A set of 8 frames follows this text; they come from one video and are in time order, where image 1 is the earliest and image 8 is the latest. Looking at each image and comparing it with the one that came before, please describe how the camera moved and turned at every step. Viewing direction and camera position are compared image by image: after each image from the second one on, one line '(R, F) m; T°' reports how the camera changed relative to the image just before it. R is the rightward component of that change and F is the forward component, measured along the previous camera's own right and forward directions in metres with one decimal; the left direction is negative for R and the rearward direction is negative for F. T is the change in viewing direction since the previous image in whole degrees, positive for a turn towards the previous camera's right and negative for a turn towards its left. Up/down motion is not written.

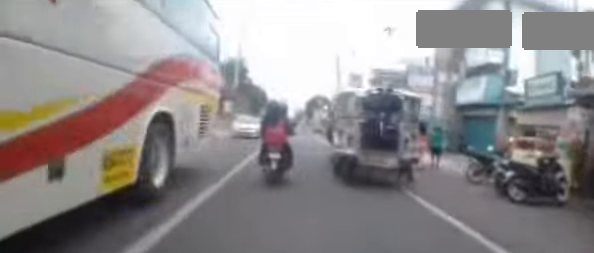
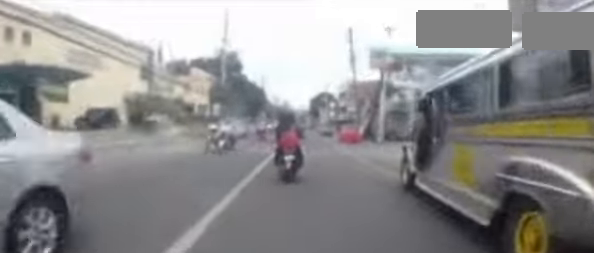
(+0.2, +11.1) m; +5°
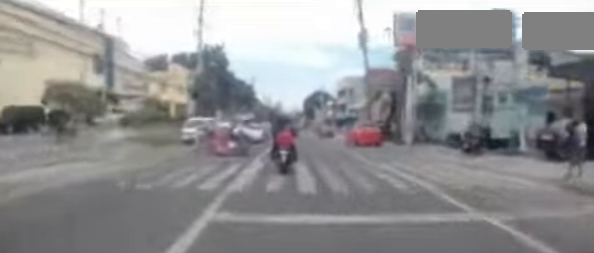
(-0.4, +9.3) m; -6°
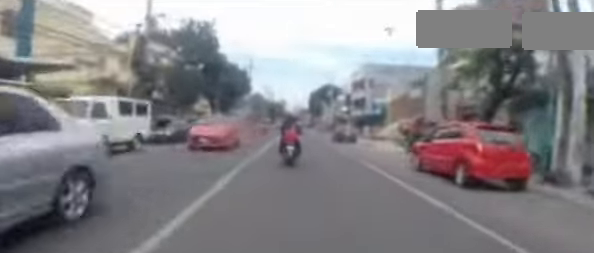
(+0.1, +14.5) m; +4°
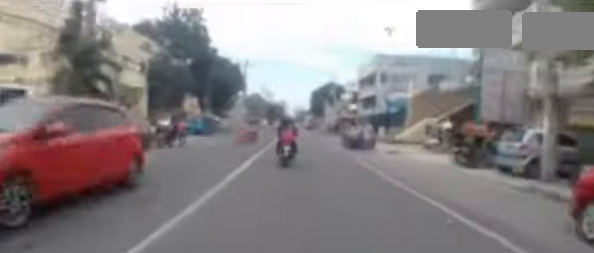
(0.0, +6.6) m; 0°
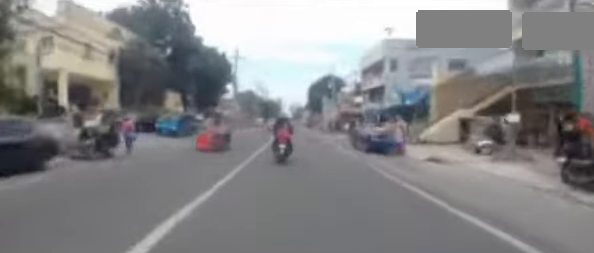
(0.0, +5.8) m; -2°
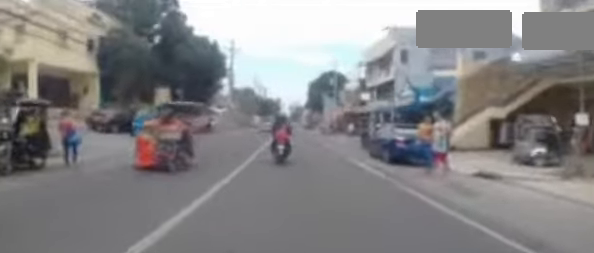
(+0.1, +3.6) m; -1°
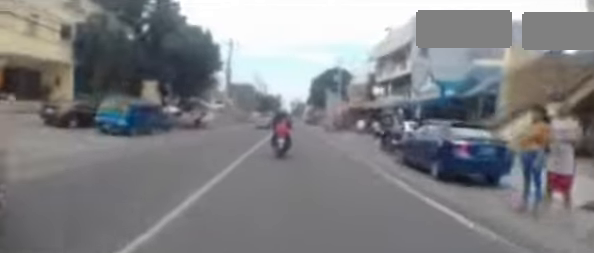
(-0.2, +4.2) m; -1°
